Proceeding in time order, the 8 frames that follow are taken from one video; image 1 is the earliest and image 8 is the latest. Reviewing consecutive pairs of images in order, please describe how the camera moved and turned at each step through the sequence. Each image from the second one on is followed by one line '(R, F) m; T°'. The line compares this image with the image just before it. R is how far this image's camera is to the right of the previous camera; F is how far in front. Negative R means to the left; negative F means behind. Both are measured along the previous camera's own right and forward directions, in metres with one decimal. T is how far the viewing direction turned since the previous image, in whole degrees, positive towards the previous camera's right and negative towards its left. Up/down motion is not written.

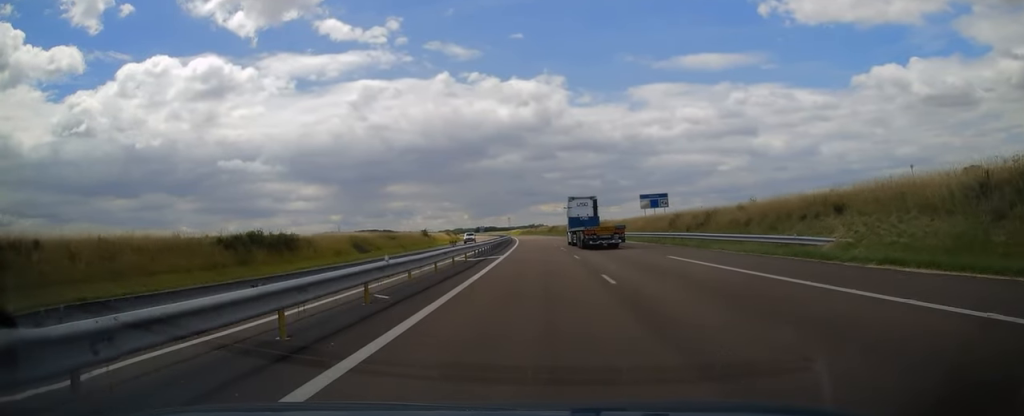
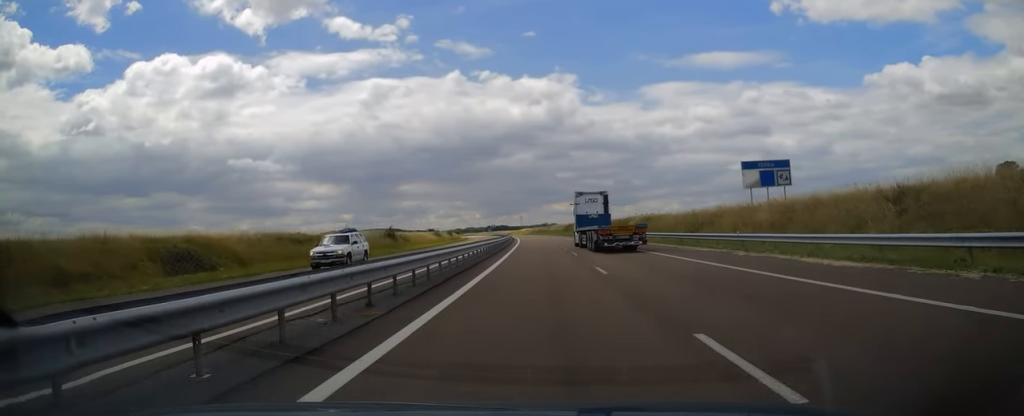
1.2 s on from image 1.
(-0.5, +36.4) m; -1°
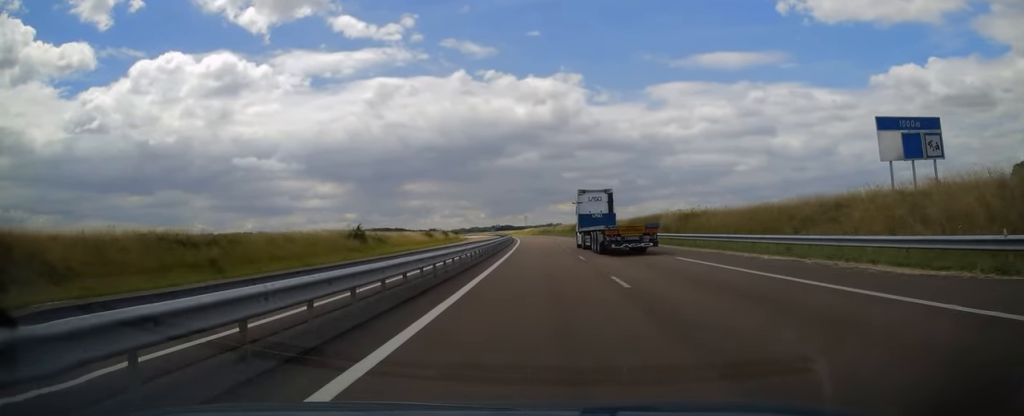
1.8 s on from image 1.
(+0.1, +17.2) m; 0°
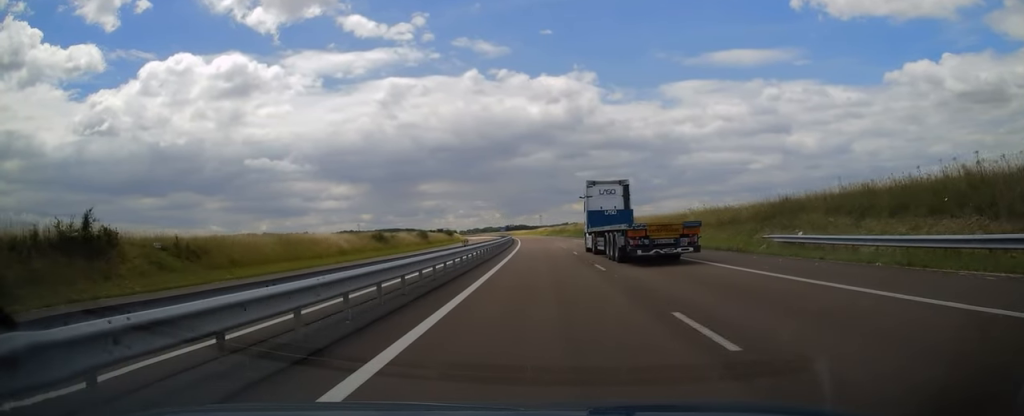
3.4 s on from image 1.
(-0.8, +46.7) m; -2°
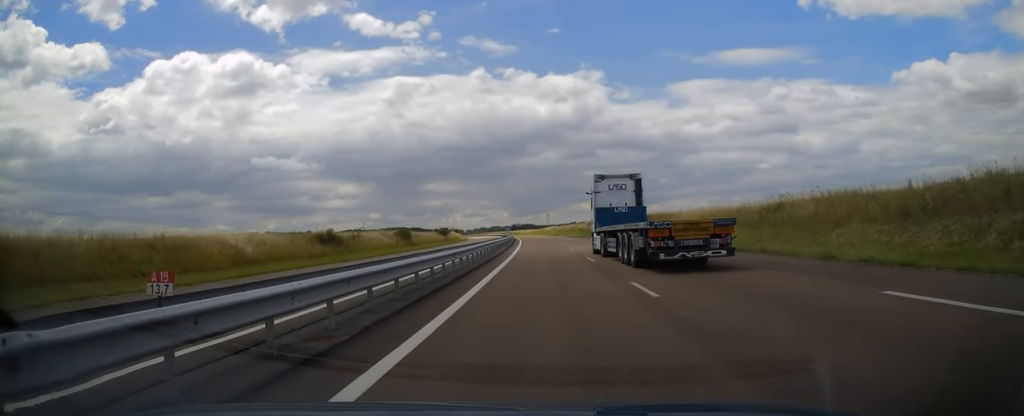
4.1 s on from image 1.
(-0.1, +21.1) m; 0°
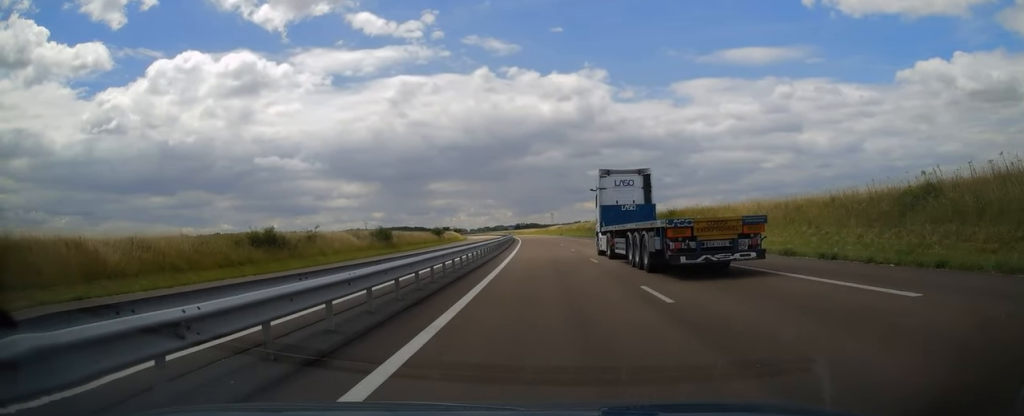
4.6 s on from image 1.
(0.0, +14.3) m; 0°
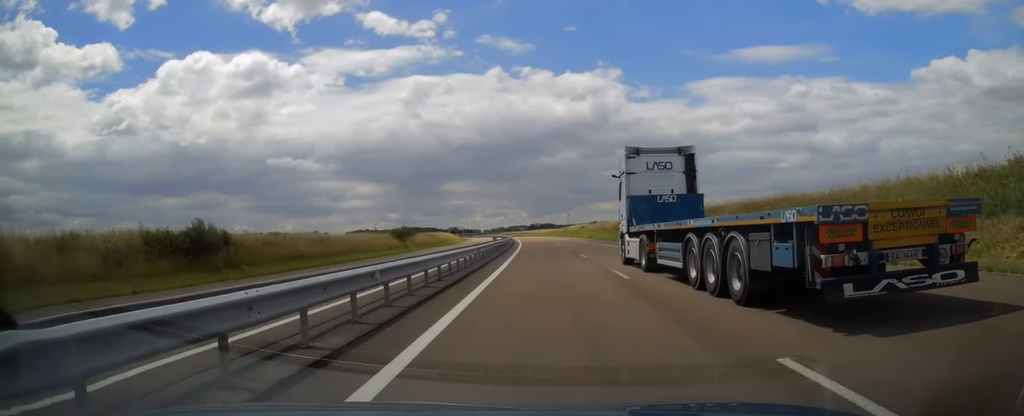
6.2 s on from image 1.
(-0.7, +47.2) m; -1°
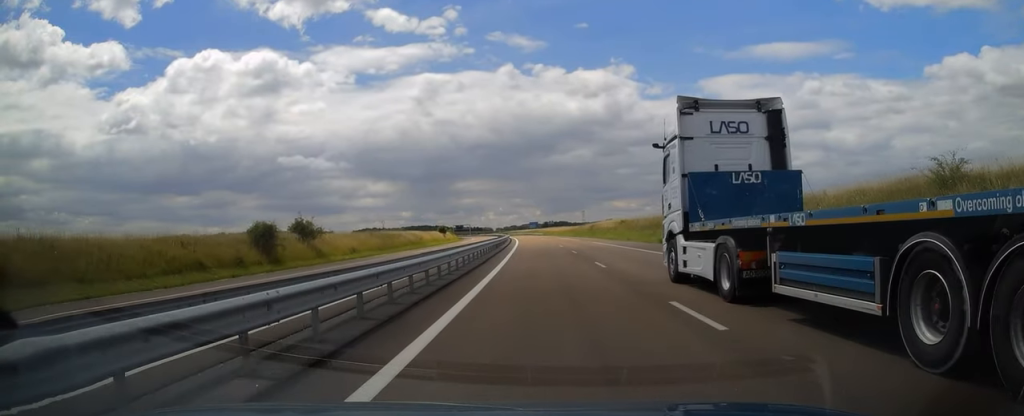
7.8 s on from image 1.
(-0.5, +47.4) m; -1°
